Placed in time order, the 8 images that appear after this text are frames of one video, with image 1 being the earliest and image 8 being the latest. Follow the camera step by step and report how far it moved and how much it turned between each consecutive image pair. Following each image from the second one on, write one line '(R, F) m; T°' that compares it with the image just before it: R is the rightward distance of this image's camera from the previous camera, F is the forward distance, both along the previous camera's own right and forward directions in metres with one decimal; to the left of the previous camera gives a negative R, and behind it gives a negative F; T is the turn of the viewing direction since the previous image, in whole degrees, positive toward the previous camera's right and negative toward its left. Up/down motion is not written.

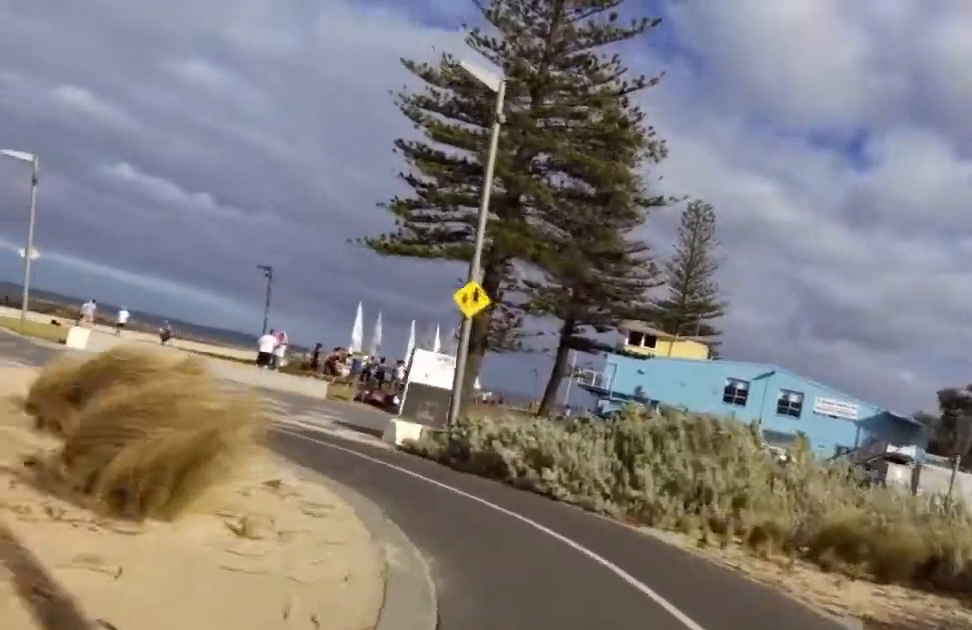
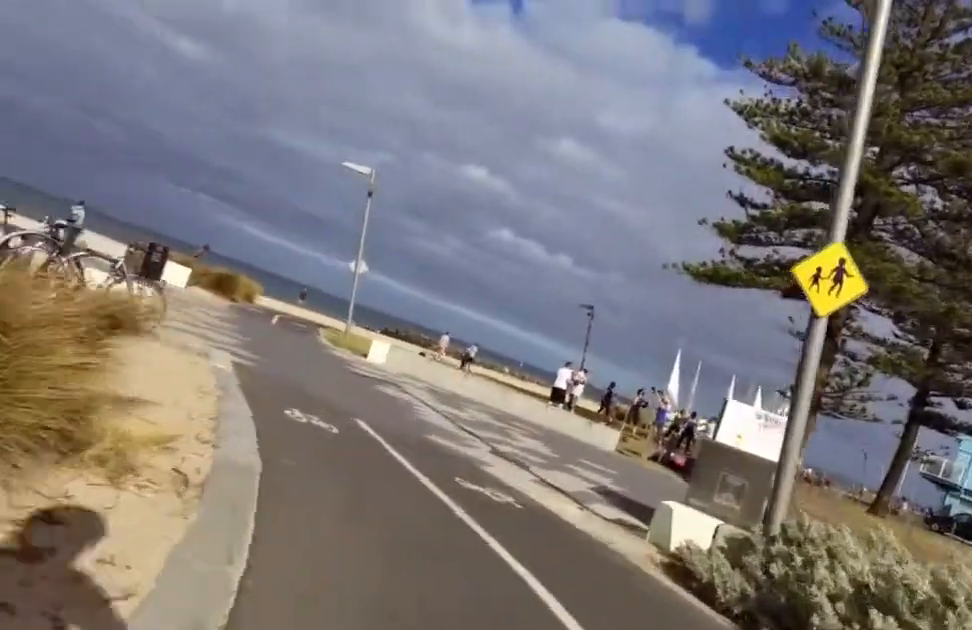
(-2.0, +5.3) m; -11°
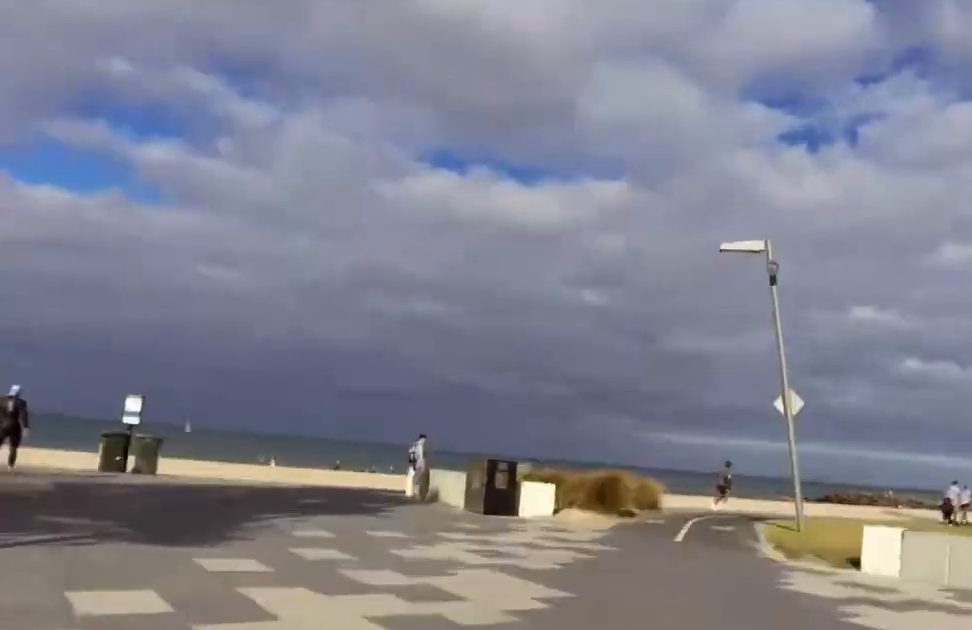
(-1.1, +11.5) m; -33°
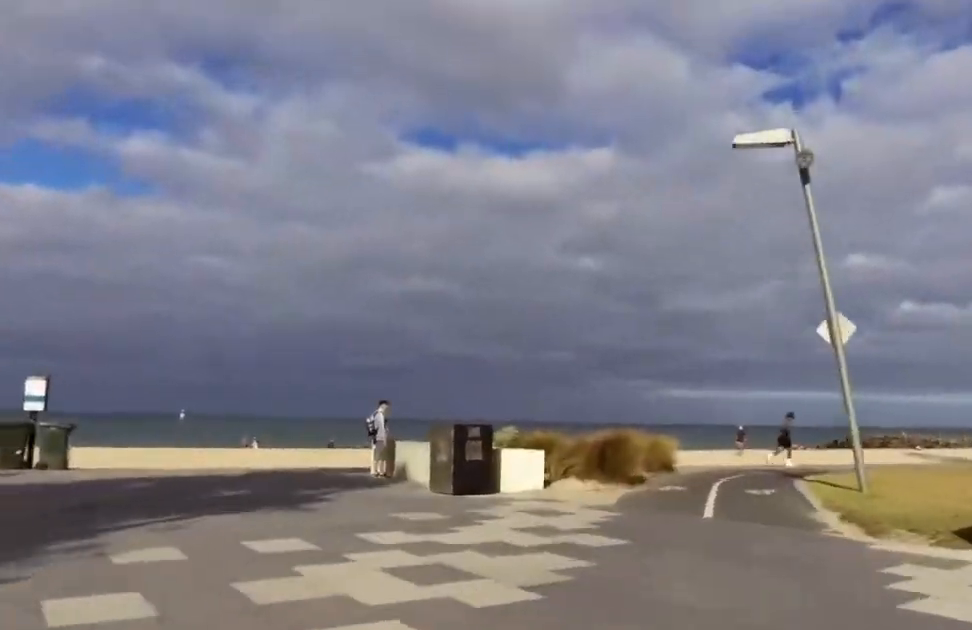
(-0.8, +3.3) m; -2°
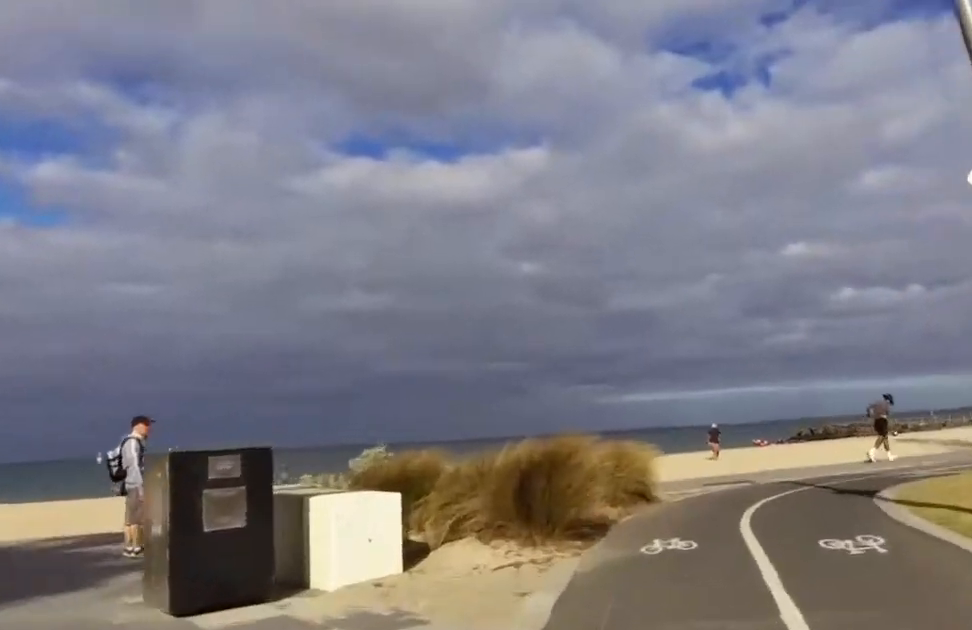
(+0.1, +6.4) m; +9°
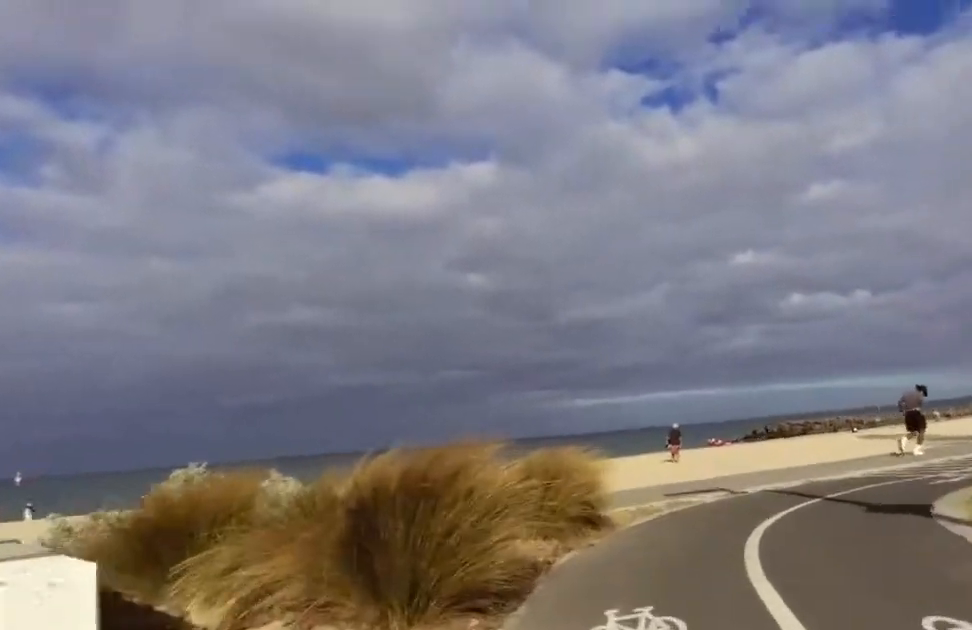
(+0.3, +3.1) m; +9°
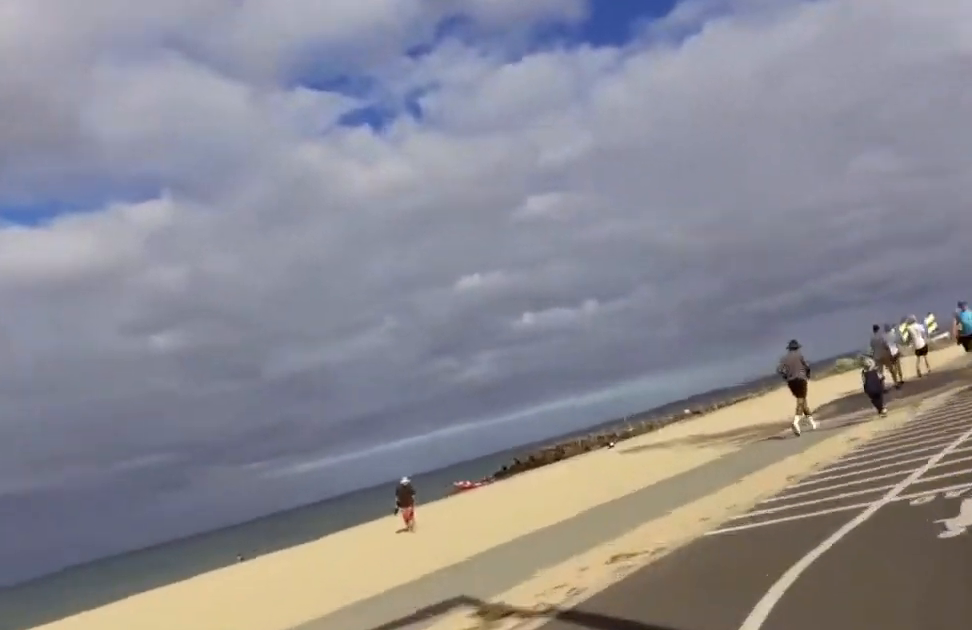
(+0.2, +5.3) m; +20°
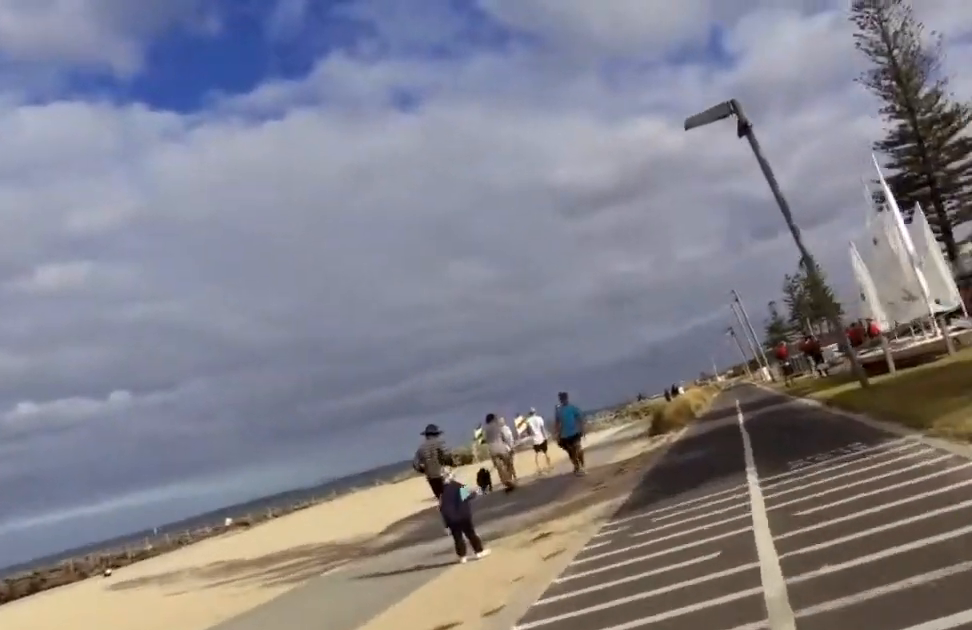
(+1.5, +4.5) m; +15°
